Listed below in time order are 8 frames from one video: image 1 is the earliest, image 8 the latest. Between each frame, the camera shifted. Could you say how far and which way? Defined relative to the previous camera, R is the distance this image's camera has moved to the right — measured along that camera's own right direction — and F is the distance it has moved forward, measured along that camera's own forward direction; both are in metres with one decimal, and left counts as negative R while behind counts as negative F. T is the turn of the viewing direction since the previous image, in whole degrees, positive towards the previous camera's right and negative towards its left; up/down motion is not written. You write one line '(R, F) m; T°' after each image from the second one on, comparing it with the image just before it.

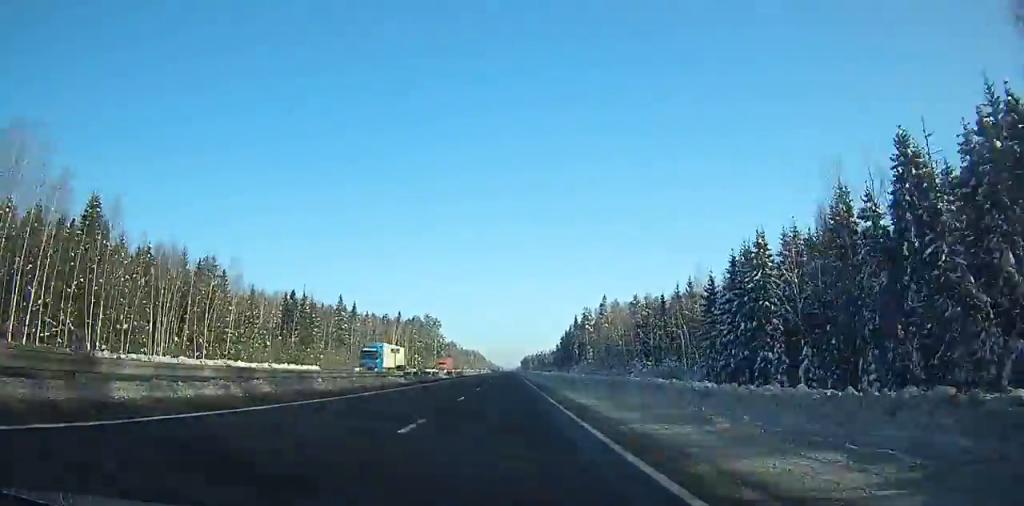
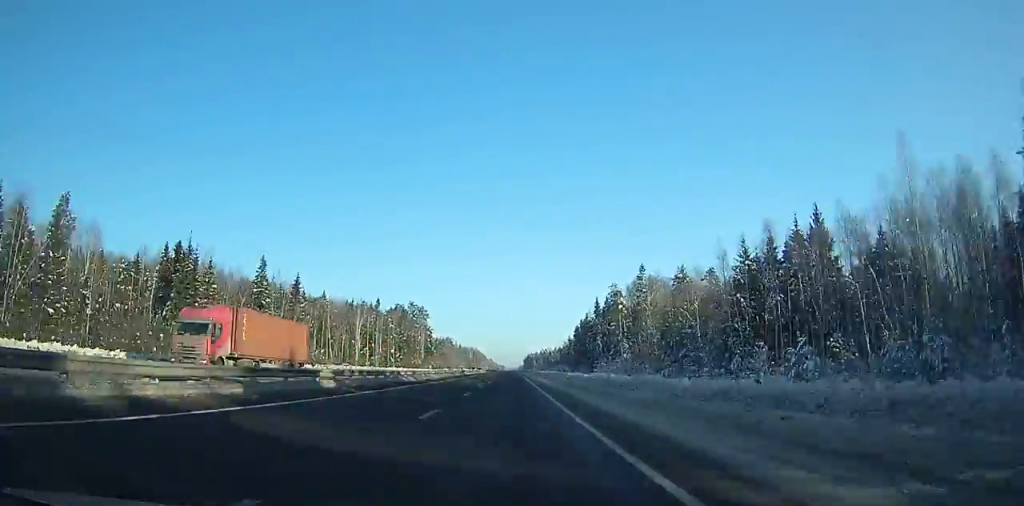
(+0.1, +57.7) m; 0°
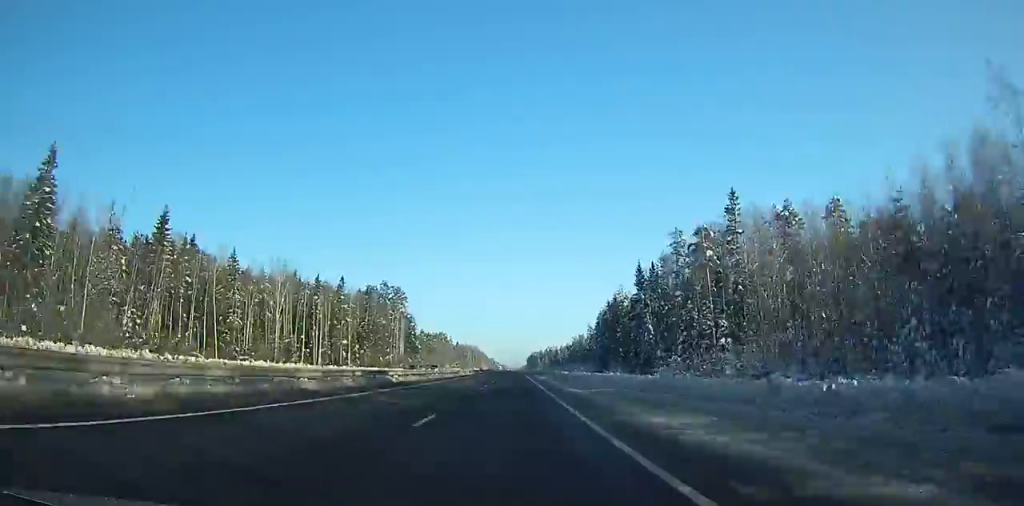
(0.0, +63.2) m; 0°
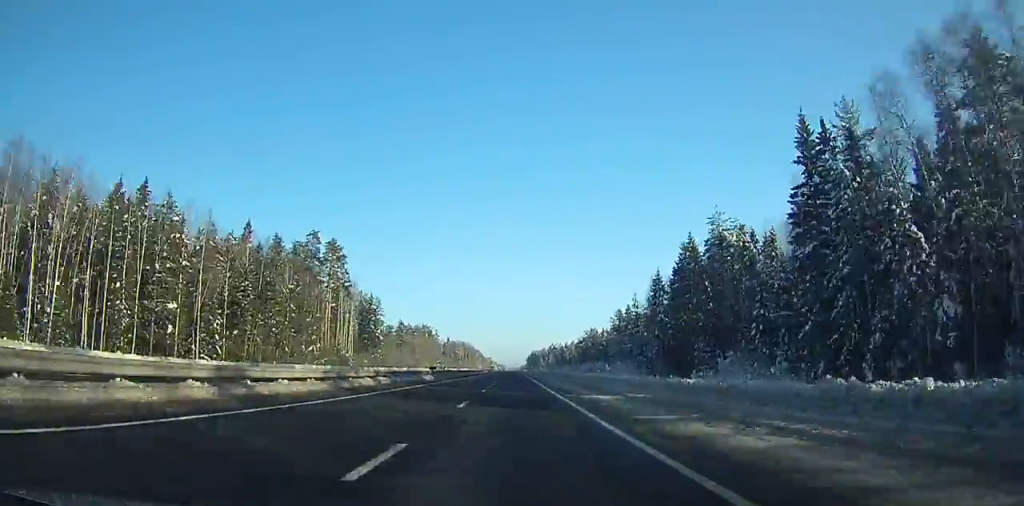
(-0.2, +77.1) m; 0°
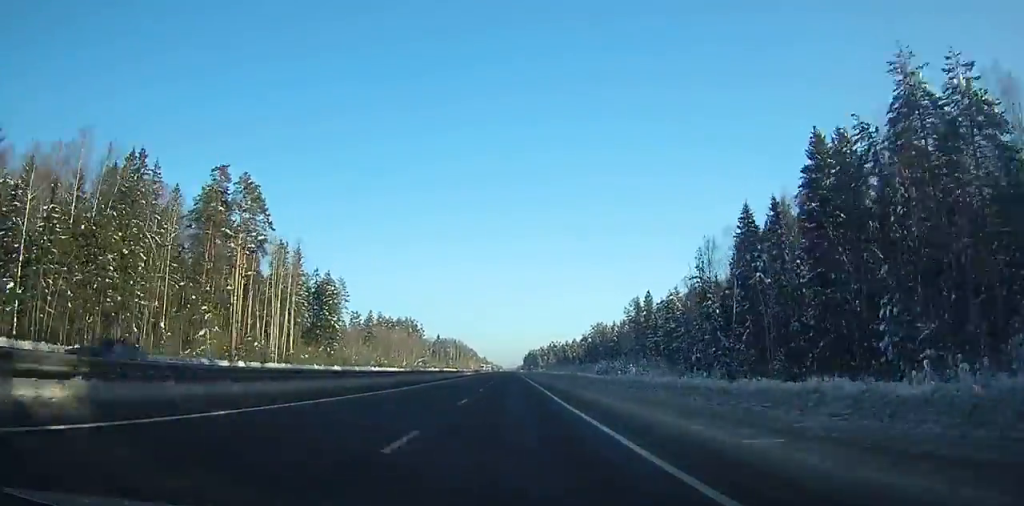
(+0.2, +46.6) m; 0°
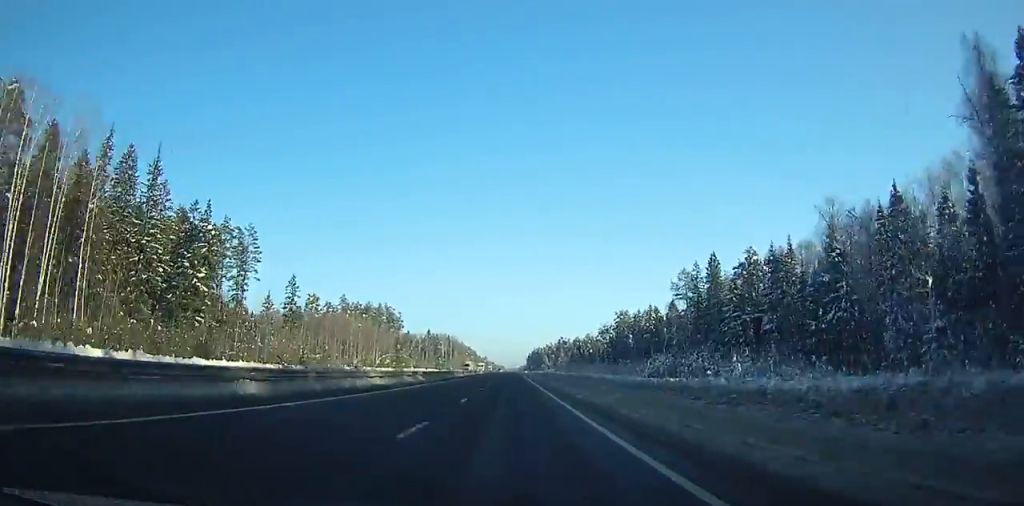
(-0.4, +67.6) m; 0°
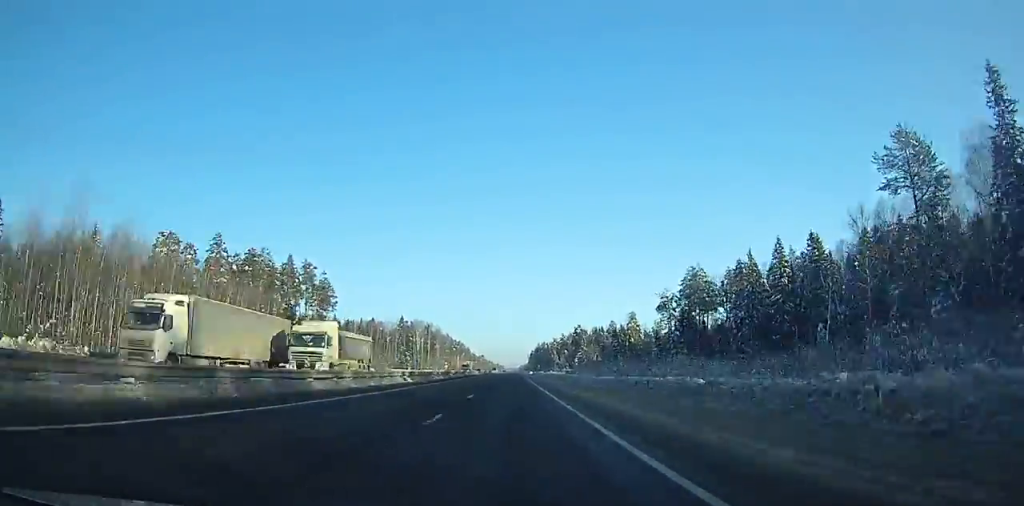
(-0.1, +100.2) m; 0°
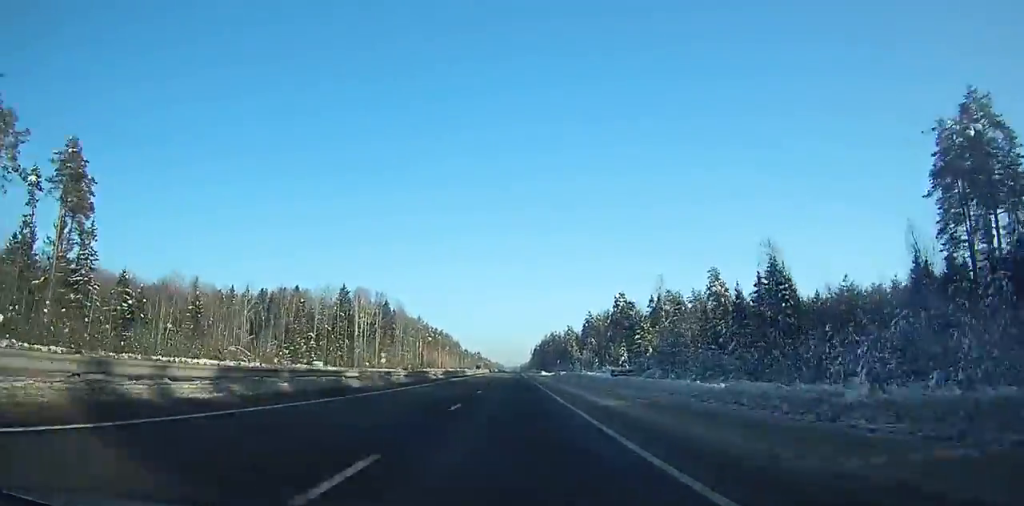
(+0.3, +106.5) m; 0°
